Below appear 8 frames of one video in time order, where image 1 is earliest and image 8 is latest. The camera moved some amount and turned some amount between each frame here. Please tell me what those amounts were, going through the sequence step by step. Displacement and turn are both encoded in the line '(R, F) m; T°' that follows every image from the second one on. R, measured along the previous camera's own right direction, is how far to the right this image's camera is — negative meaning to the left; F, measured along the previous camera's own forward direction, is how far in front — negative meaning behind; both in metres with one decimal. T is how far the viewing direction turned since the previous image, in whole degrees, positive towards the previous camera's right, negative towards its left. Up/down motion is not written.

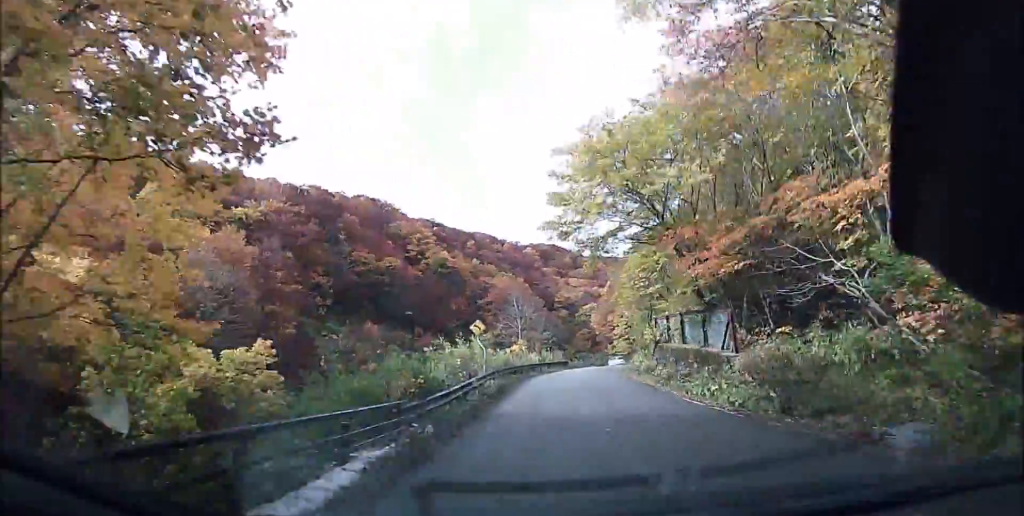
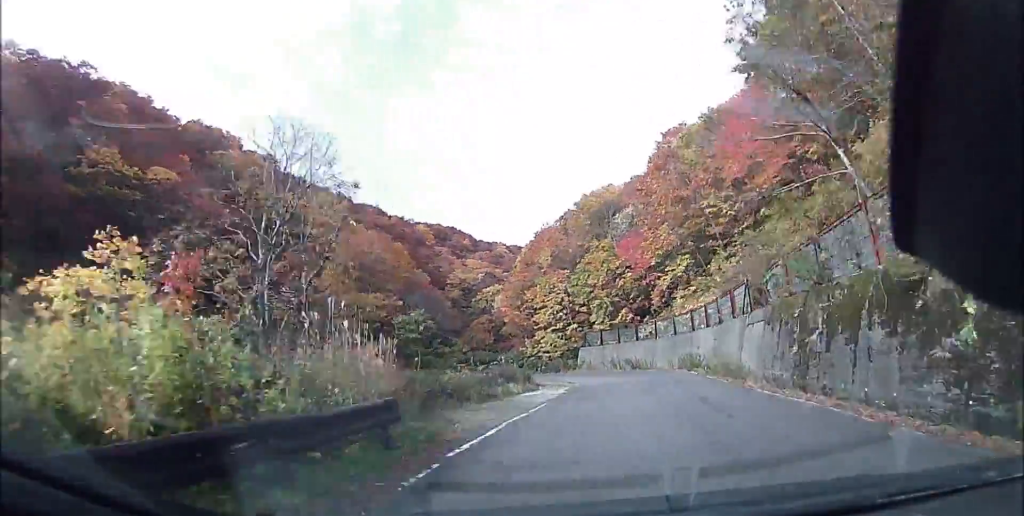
(+0.9, +37.8) m; +8°
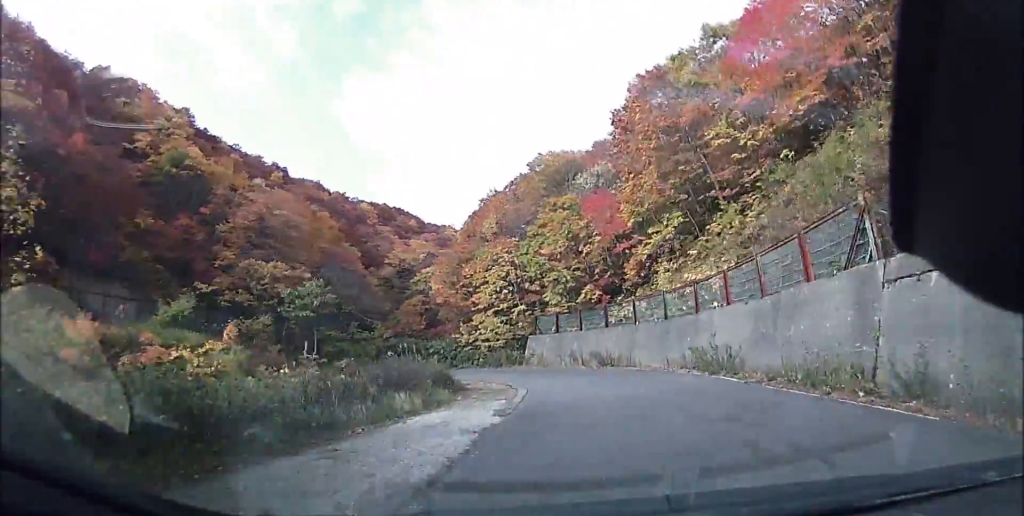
(+0.9, +10.0) m; +5°
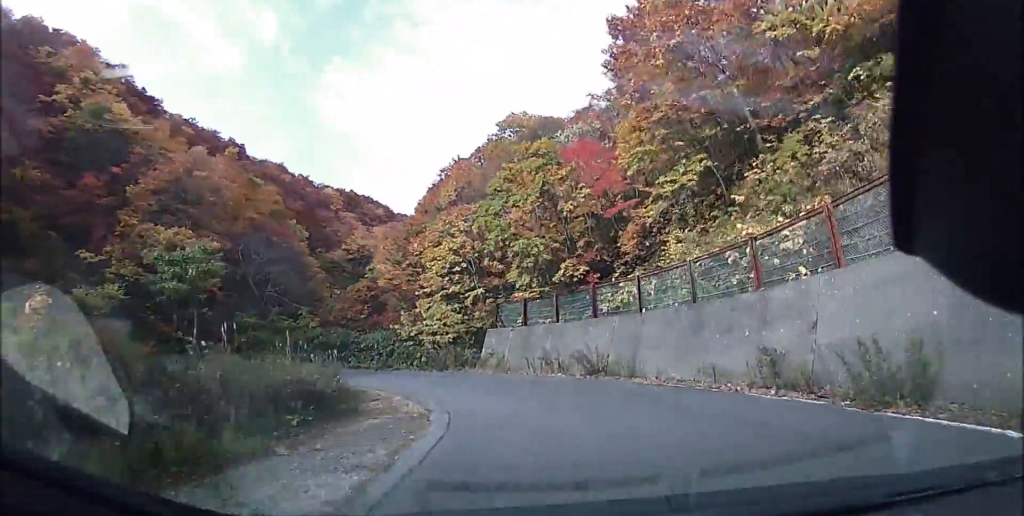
(+0.3, +8.5) m; +1°
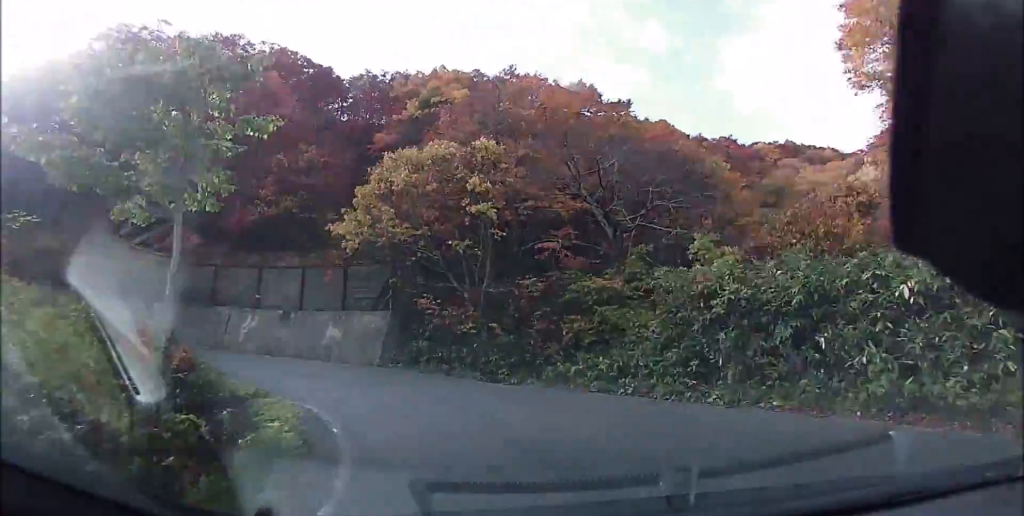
(-3.5, +26.8) m; -33°
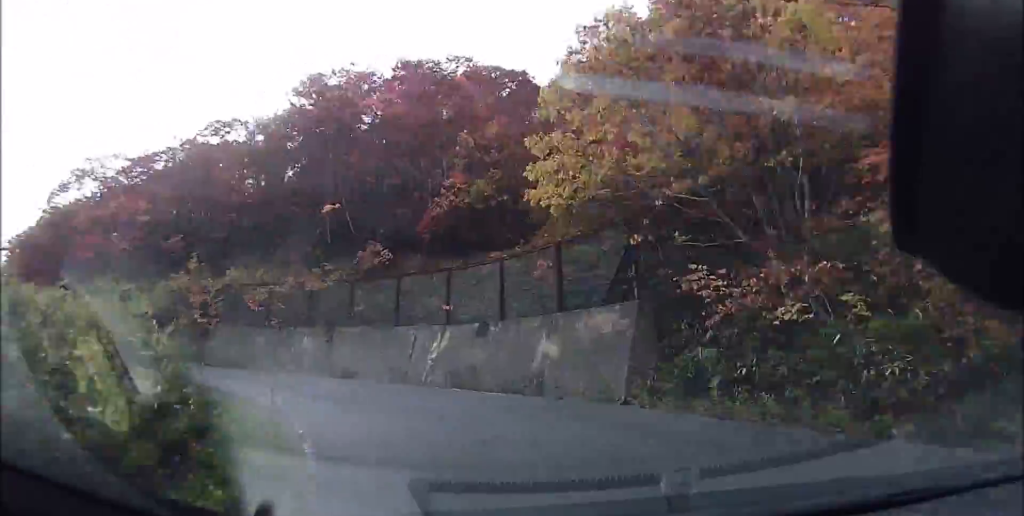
(-2.4, +9.1) m; -35°
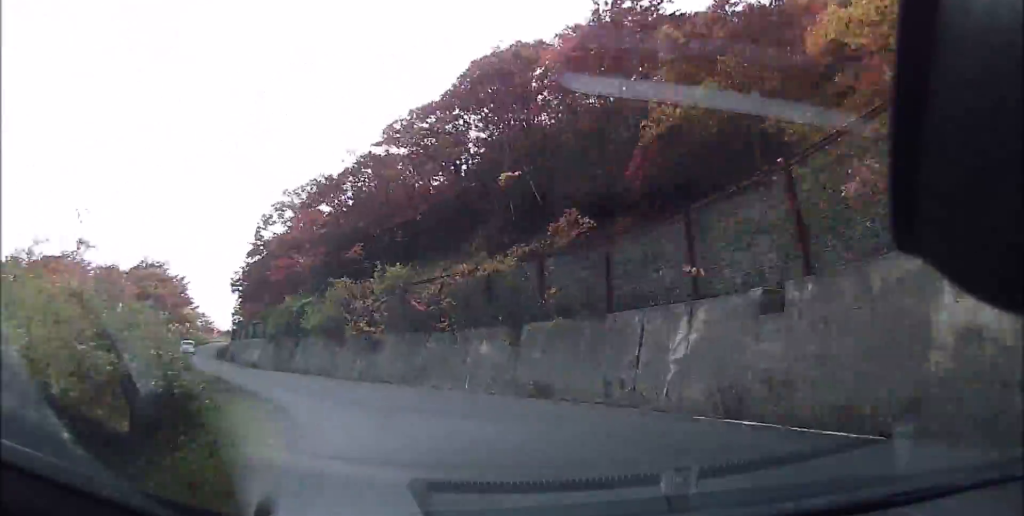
(+1.2, +7.7) m; -33°
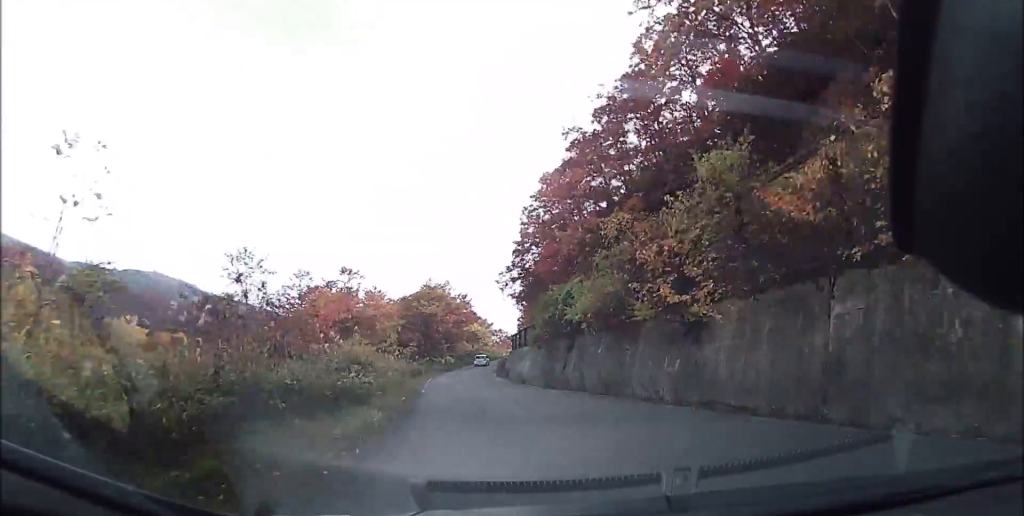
(-7.9, +9.7) m; -38°
